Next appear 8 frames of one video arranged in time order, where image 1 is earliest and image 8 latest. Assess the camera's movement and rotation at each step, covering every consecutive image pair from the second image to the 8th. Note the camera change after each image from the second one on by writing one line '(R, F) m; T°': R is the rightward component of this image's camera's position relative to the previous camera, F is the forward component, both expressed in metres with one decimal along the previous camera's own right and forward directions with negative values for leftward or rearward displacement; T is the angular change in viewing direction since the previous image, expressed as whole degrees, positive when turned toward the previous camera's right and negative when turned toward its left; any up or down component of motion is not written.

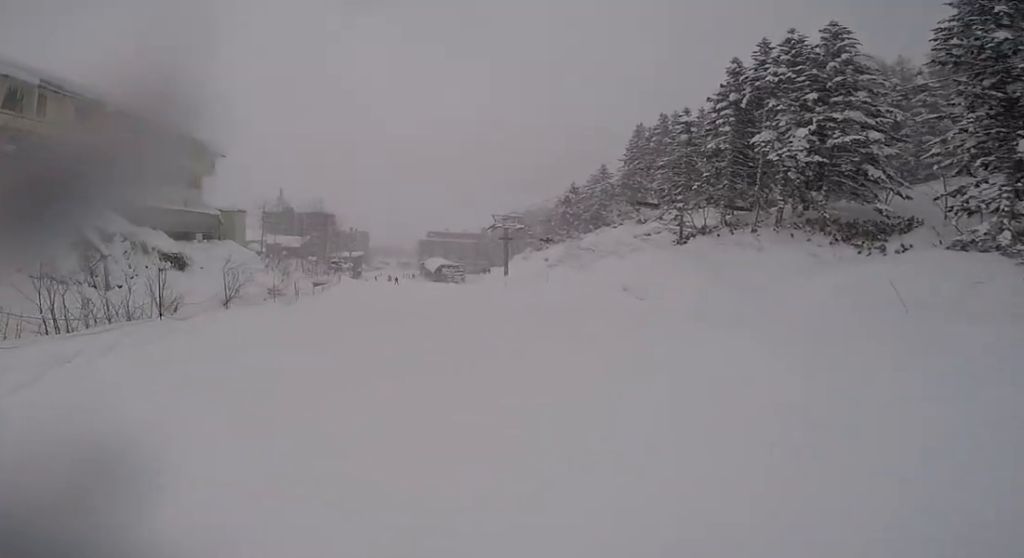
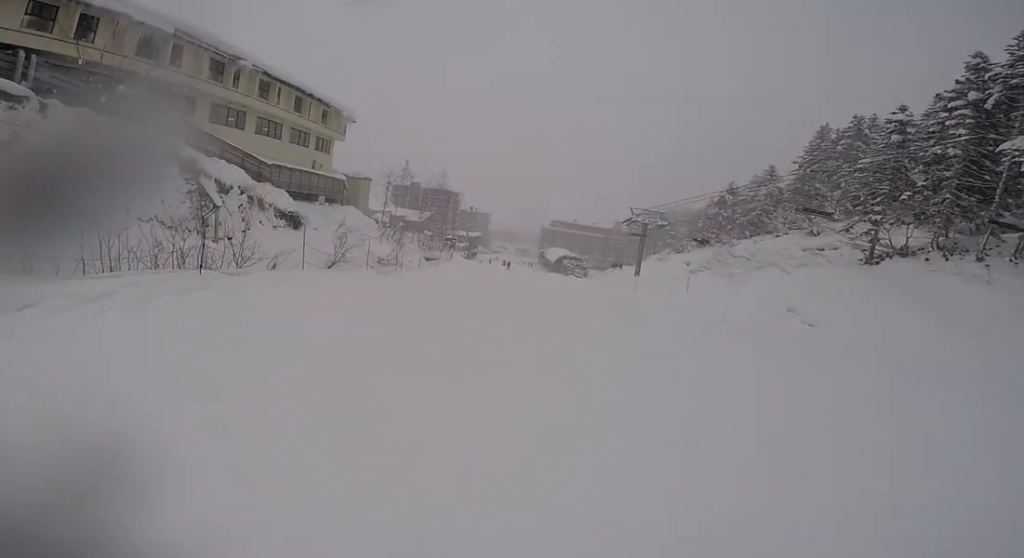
(-0.1, +3.3) m; -12°
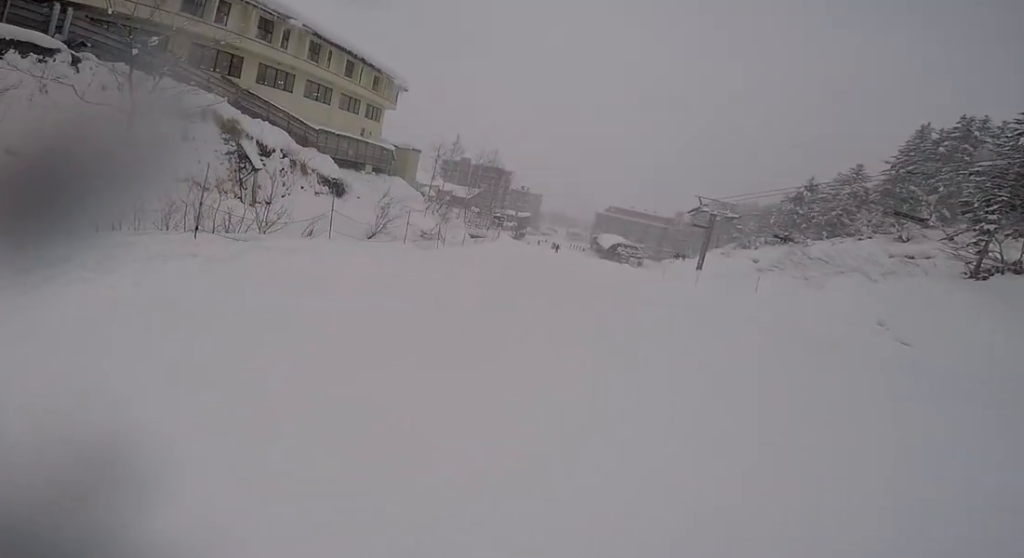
(-0.8, +2.0) m; -4°
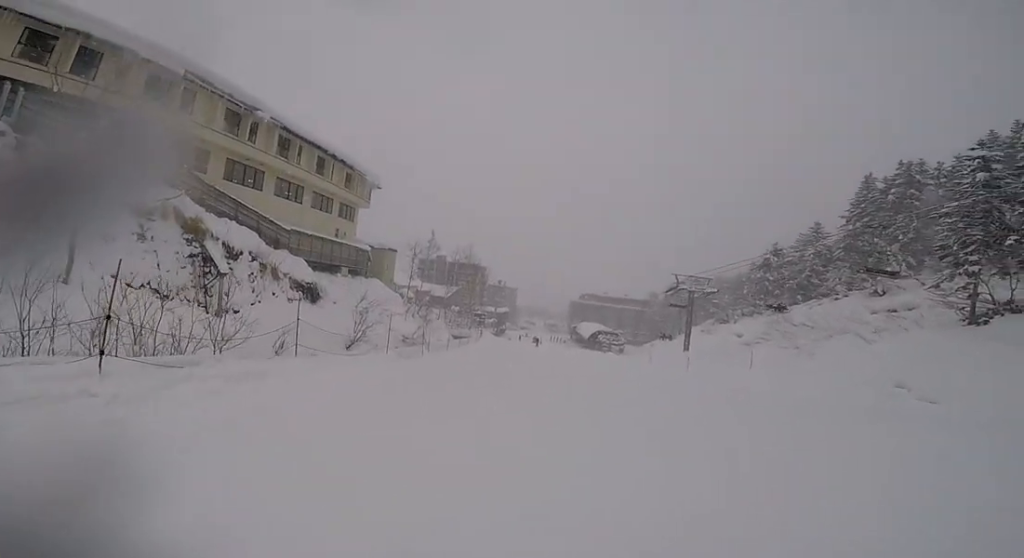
(-0.4, +2.6) m; -1°
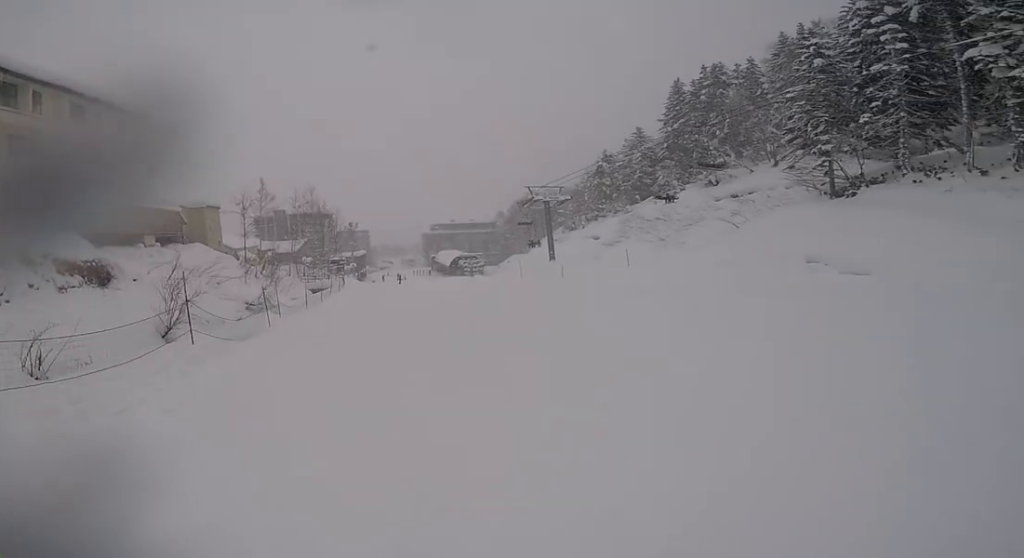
(+1.4, +7.3) m; +16°
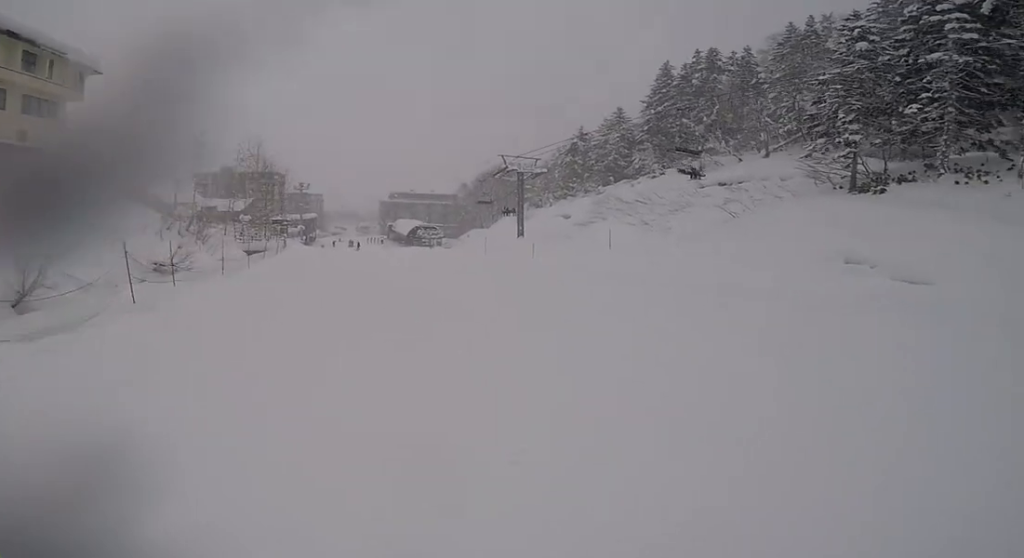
(+0.5, +5.5) m; +10°
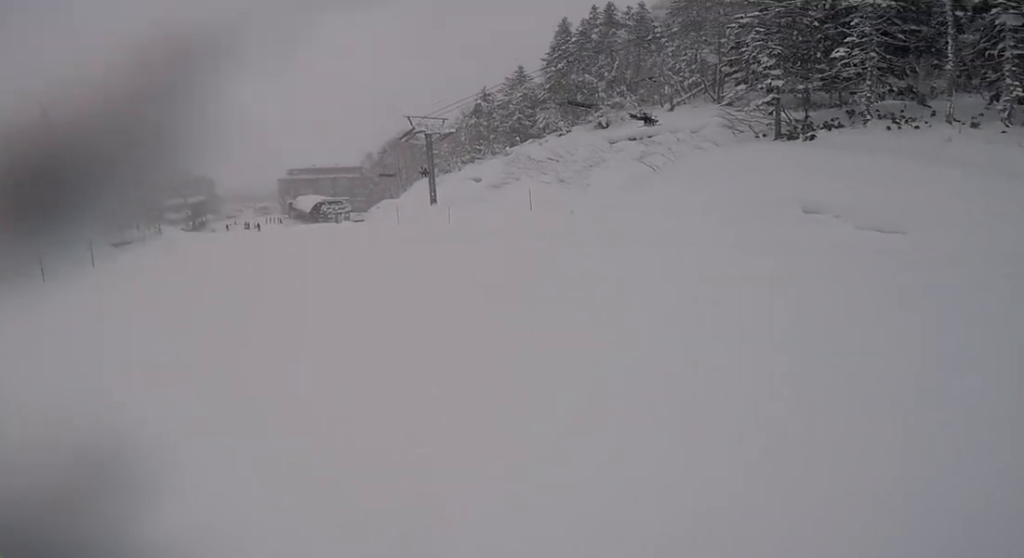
(+0.3, +4.4) m; +3°
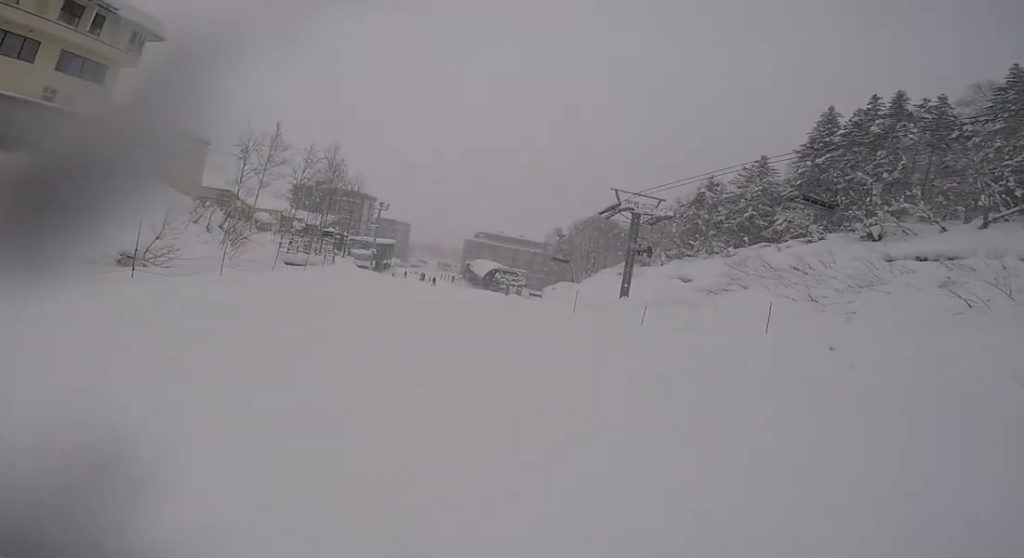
(-0.1, +6.0) m; -16°
